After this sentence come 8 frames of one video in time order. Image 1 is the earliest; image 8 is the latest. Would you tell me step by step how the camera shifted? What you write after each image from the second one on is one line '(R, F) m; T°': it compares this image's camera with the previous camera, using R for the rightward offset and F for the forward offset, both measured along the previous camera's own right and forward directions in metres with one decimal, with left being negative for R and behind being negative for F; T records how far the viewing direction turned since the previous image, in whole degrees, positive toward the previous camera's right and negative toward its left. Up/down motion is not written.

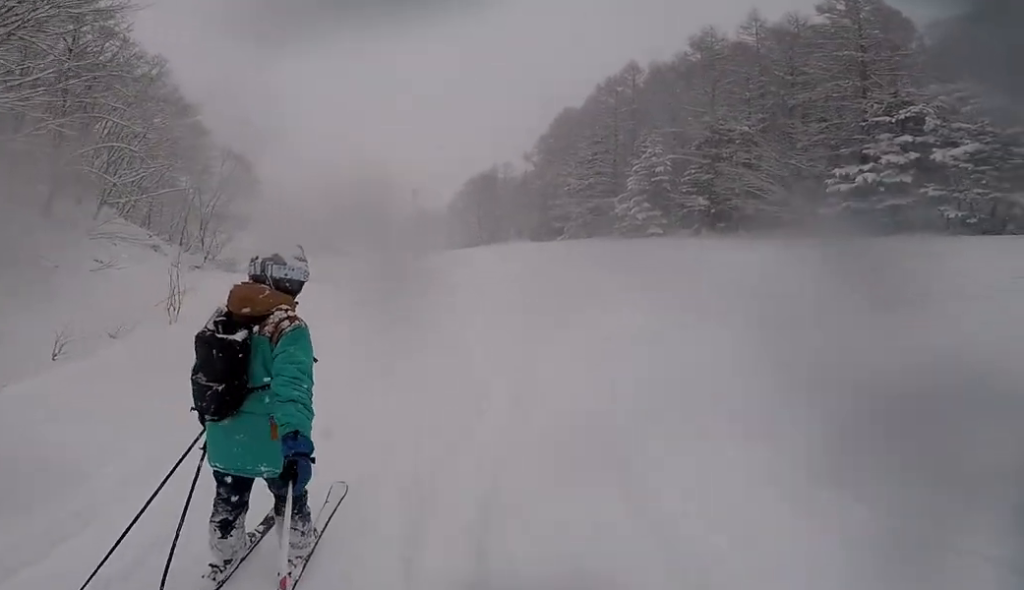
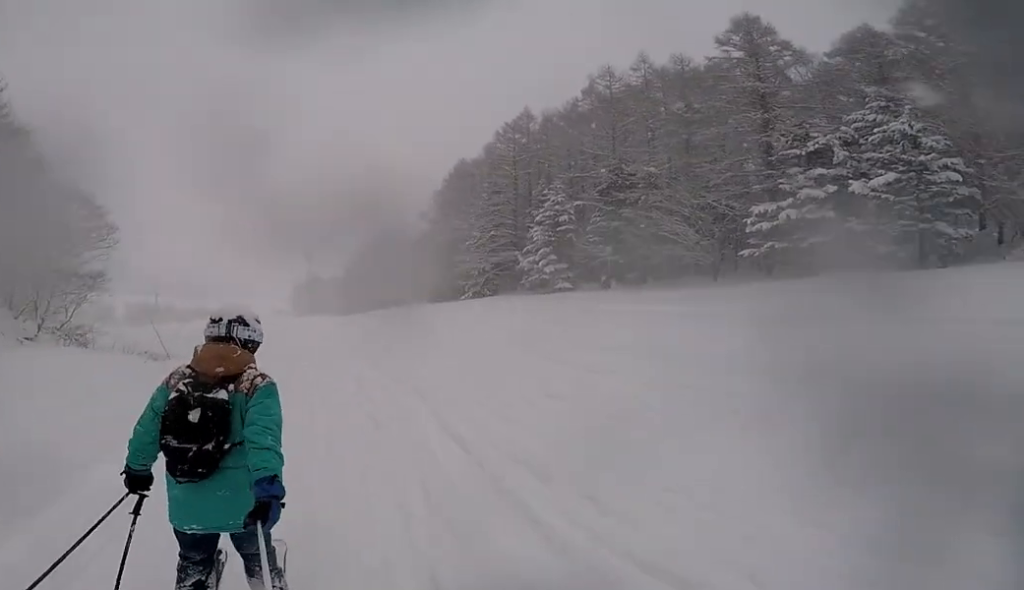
(-0.7, +6.9) m; +6°
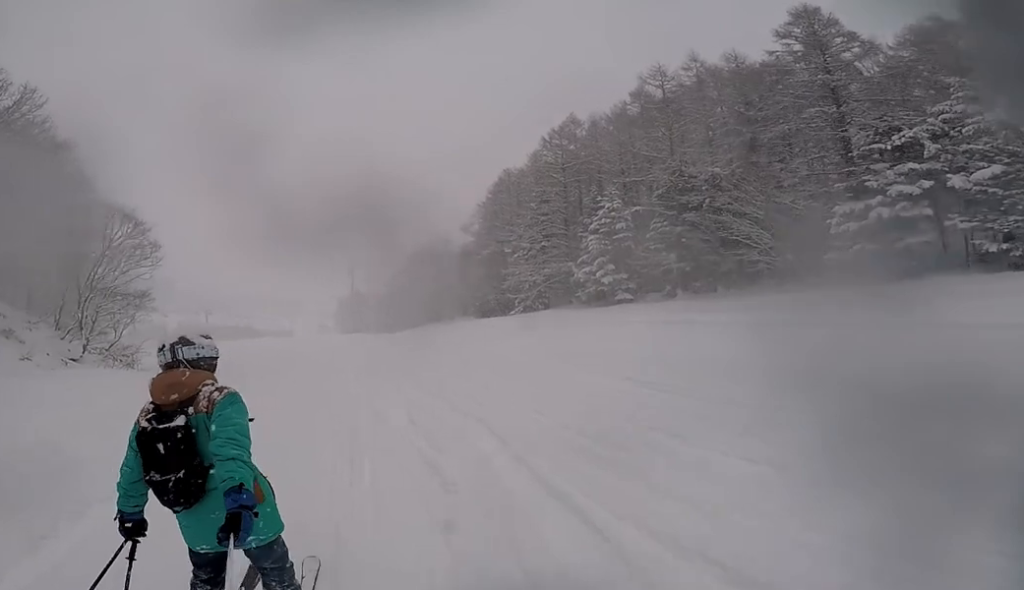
(+0.3, +1.8) m; +8°
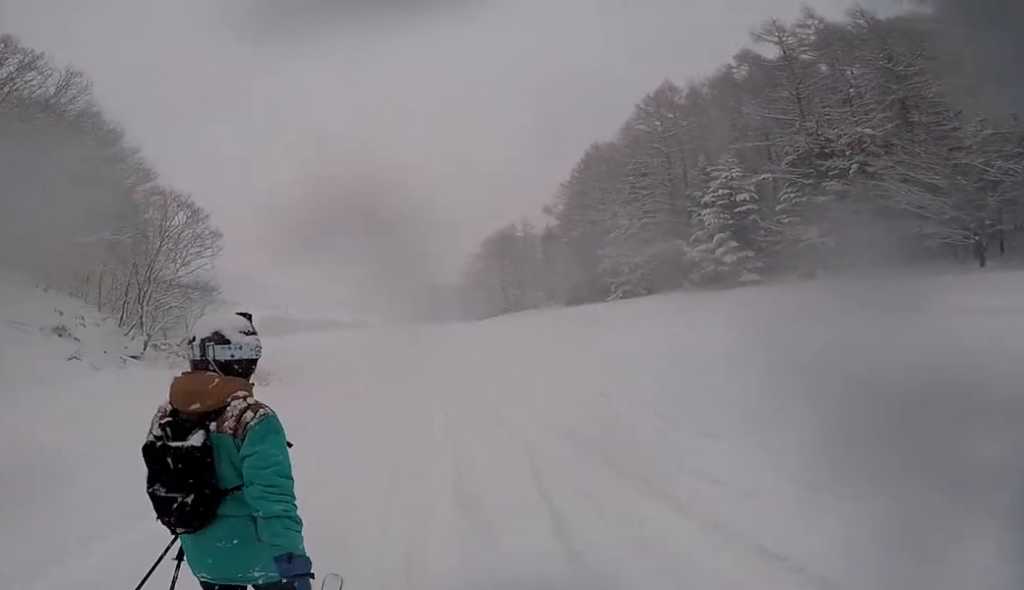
(+0.2, +4.2) m; -2°
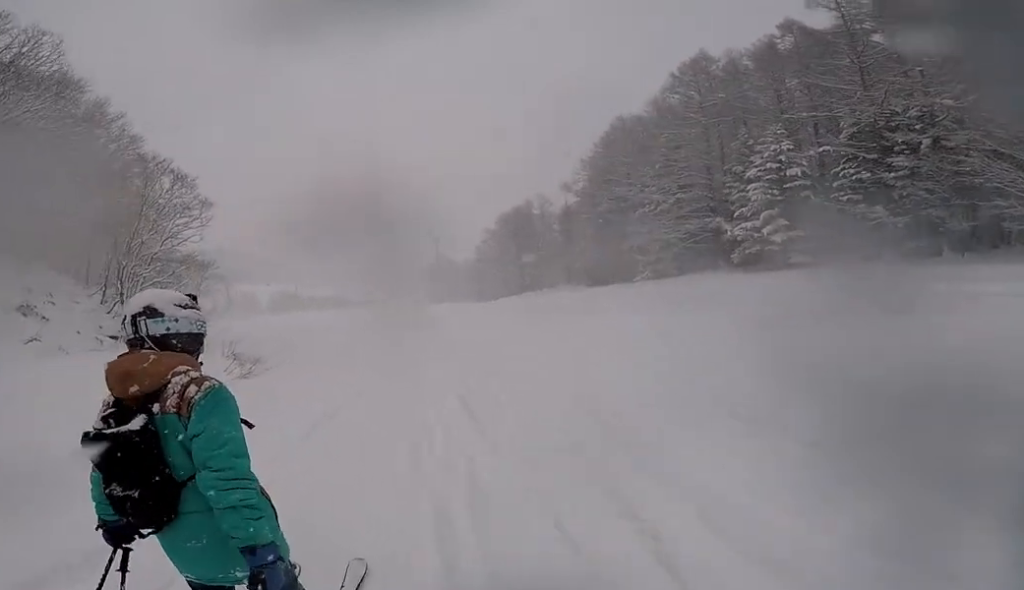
(-0.3, +3.8) m; -2°
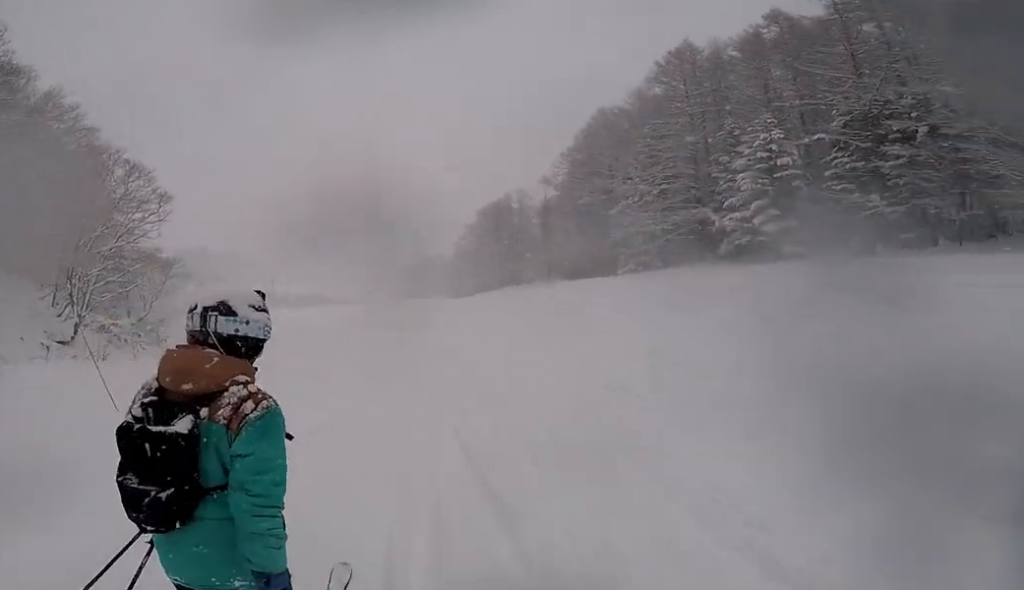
(-0.1, +2.3) m; -1°
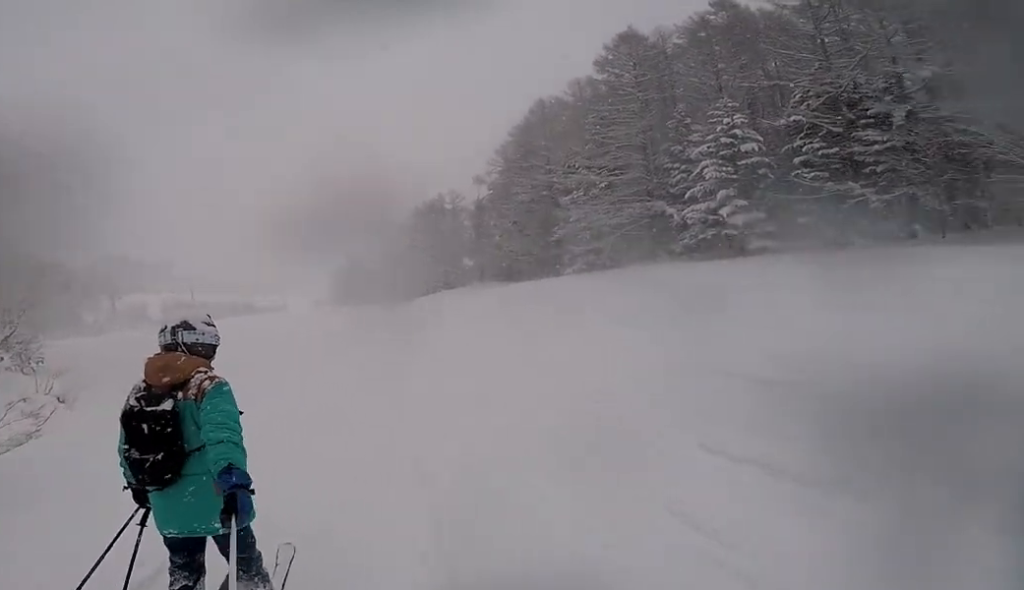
(-0.3, +6.4) m; -4°
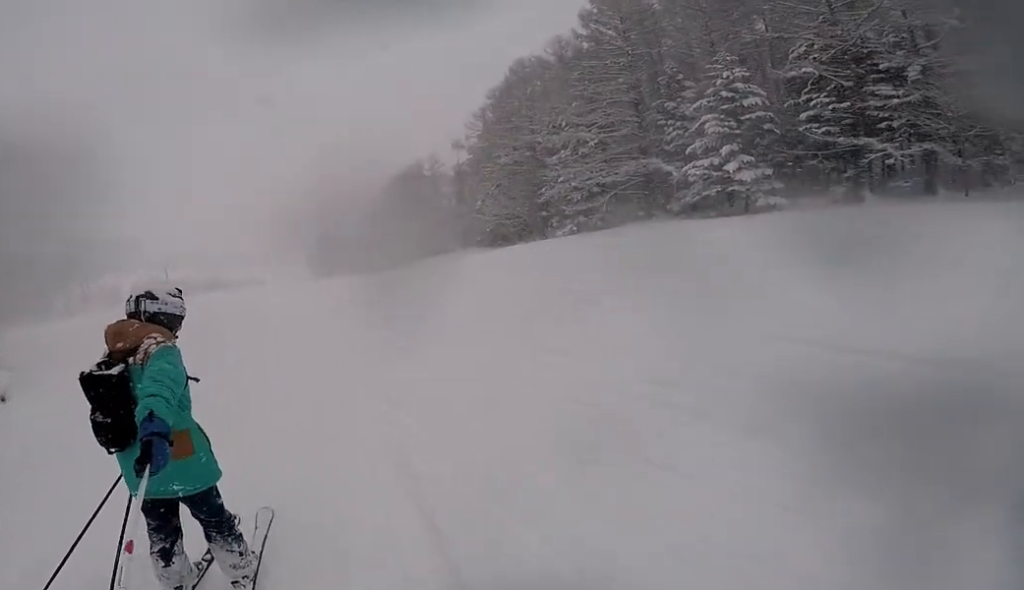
(0.0, +2.7) m; +1°
